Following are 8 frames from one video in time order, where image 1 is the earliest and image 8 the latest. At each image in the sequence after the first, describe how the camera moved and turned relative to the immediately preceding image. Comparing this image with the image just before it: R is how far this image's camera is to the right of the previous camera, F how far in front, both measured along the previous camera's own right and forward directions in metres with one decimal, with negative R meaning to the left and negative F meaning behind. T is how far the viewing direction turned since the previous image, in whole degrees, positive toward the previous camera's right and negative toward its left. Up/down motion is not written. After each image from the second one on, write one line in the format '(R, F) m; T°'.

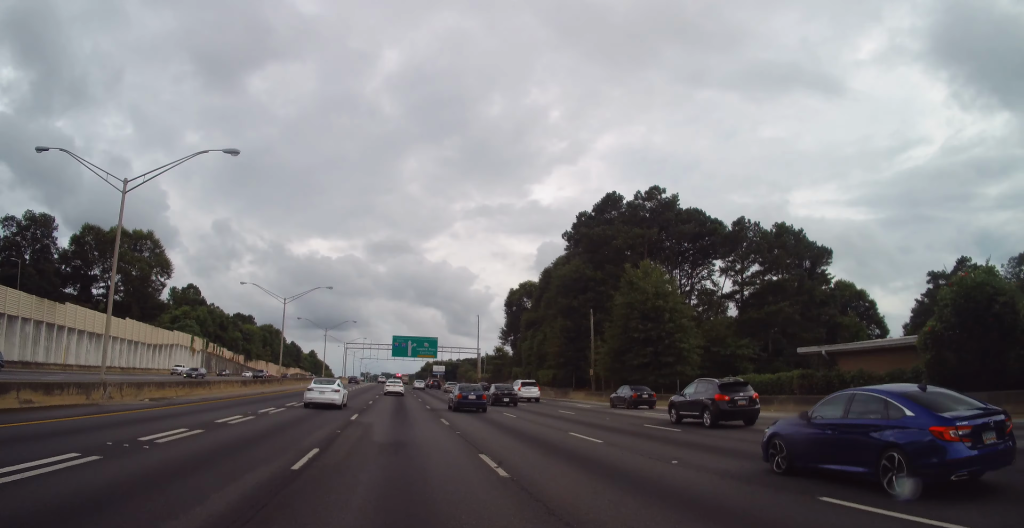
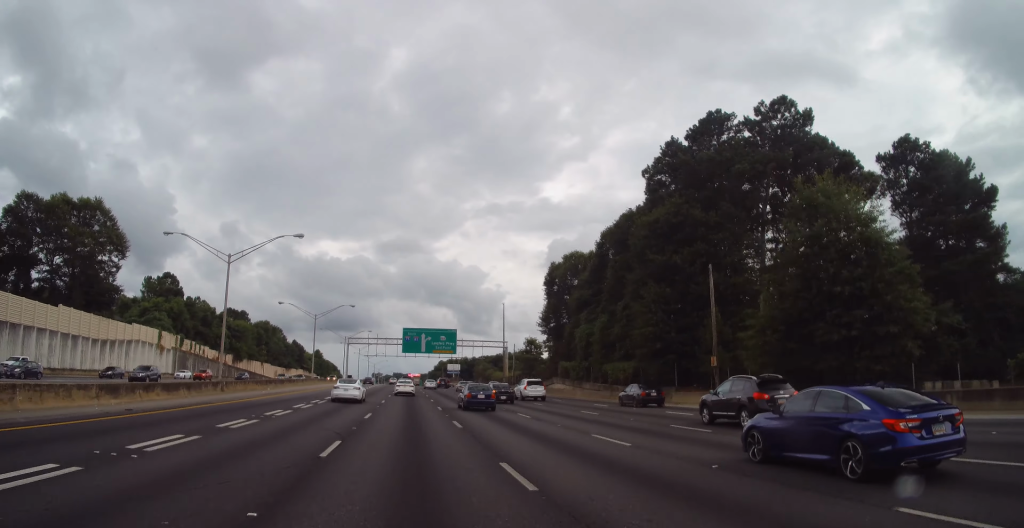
(-0.3, +25.2) m; -1°
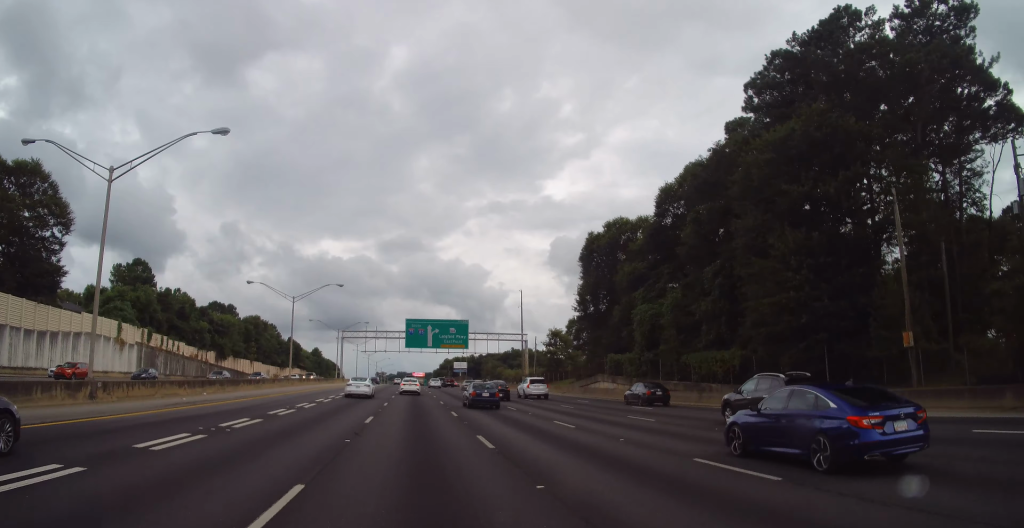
(0.0, +18.5) m; 0°
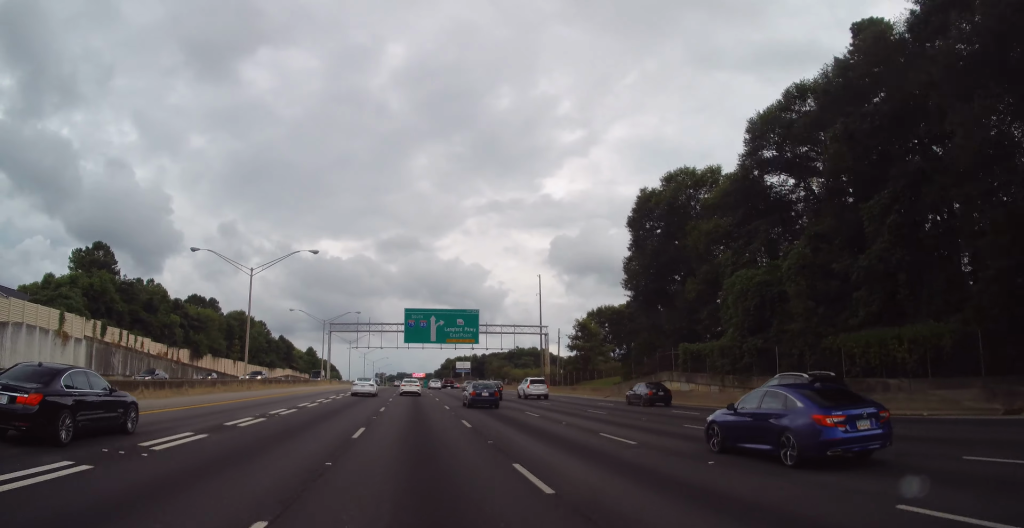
(0.0, +17.8) m; 0°
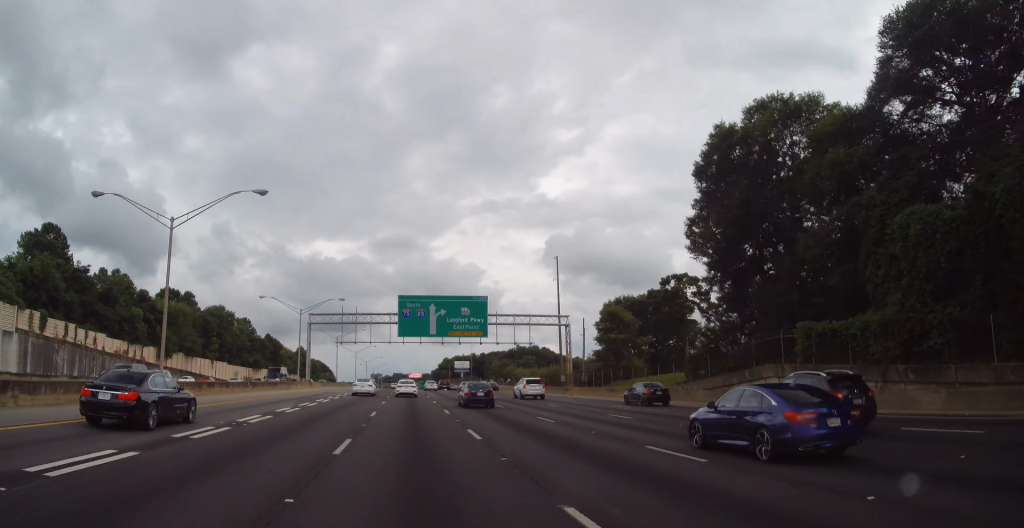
(0.0, +16.2) m; 0°
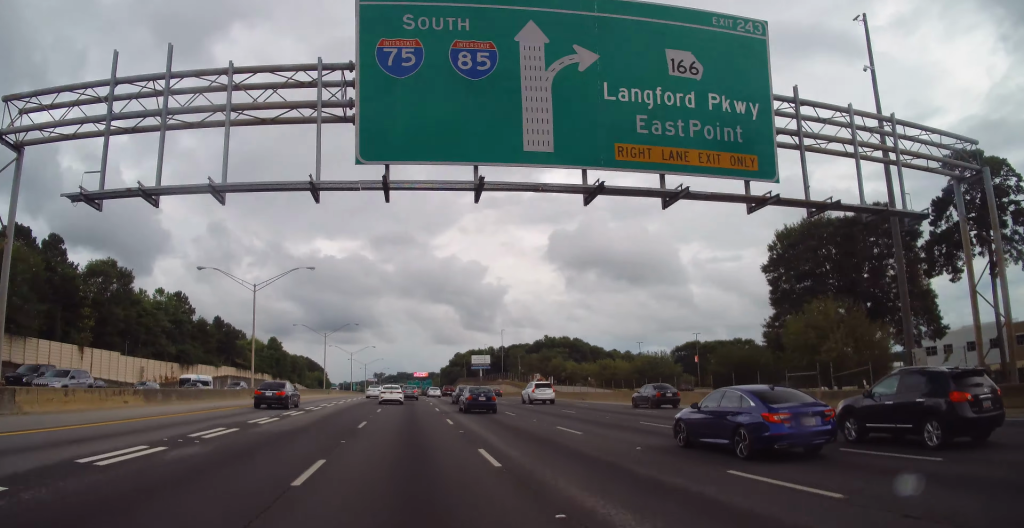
(-0.8, +65.5) m; -1°
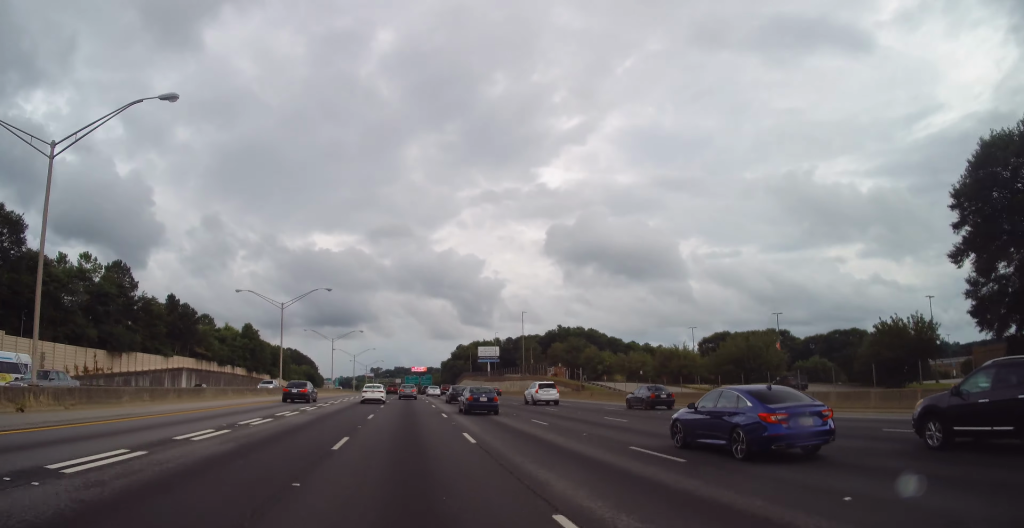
(0.0, +32.2) m; 0°
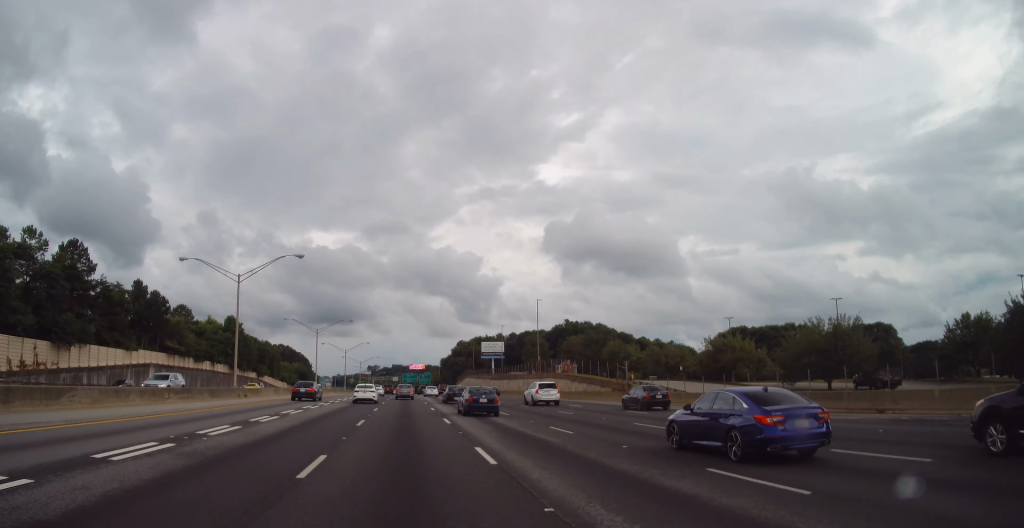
(+0.1, +16.5) m; 0°
